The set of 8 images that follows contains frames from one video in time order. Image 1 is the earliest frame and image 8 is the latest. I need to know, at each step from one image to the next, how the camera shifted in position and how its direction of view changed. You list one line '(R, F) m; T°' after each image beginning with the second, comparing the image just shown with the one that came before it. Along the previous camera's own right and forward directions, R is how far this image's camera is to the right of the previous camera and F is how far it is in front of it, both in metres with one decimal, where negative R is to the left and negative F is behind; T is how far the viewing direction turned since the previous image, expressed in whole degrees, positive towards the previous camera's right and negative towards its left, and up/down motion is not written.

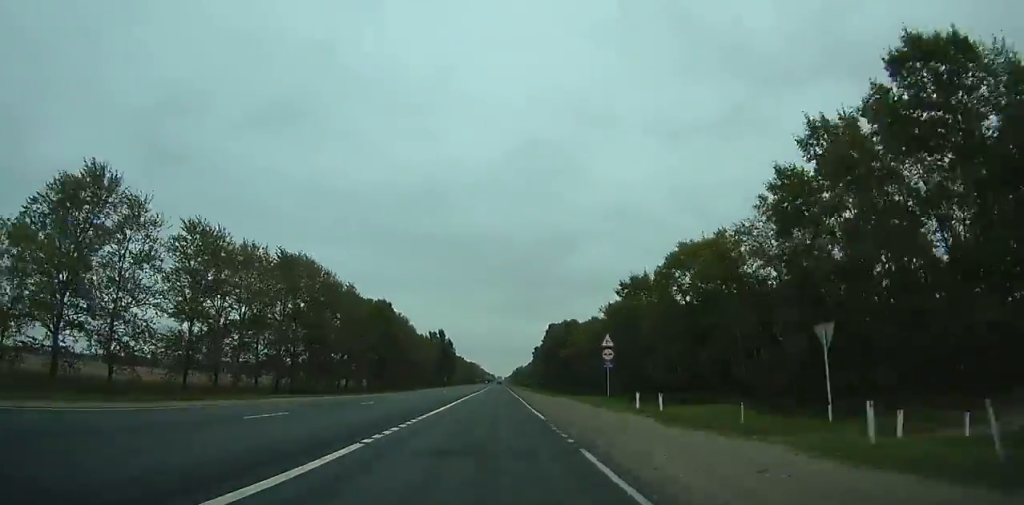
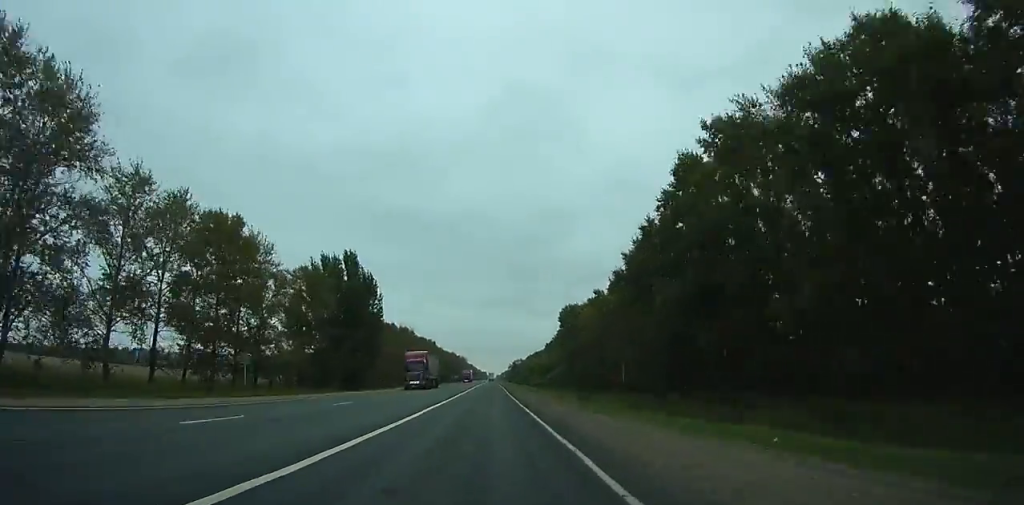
(+0.9, +148.8) m; 0°
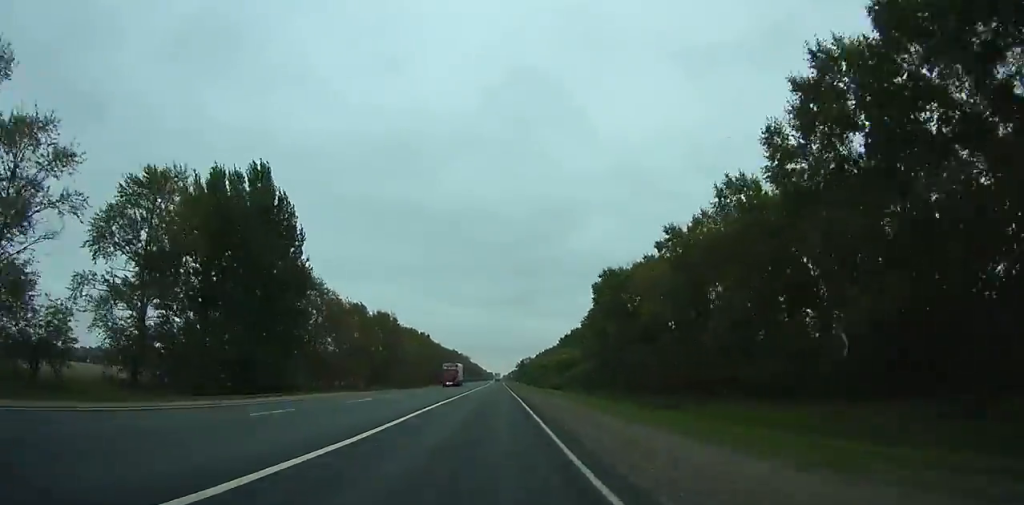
(-0.5, +44.5) m; 0°
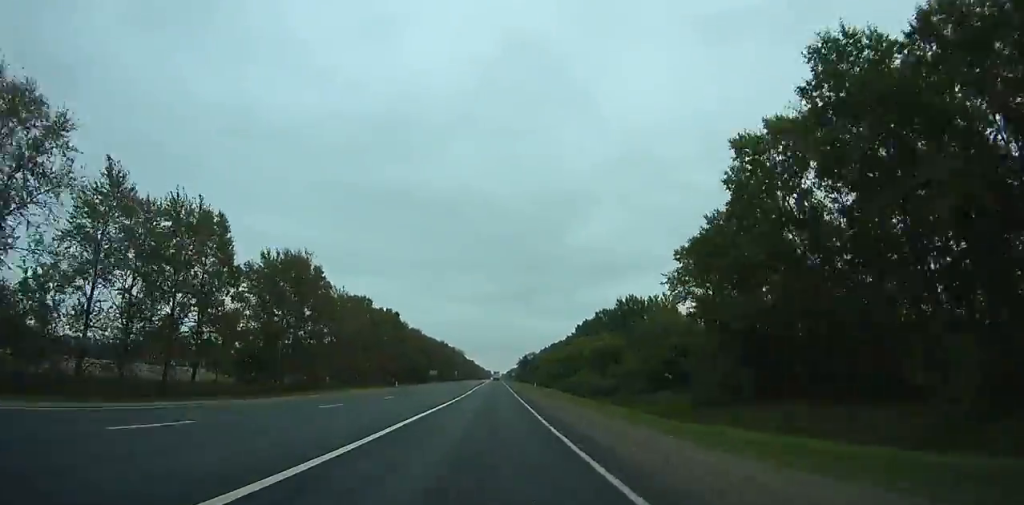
(+0.1, +68.4) m; 0°
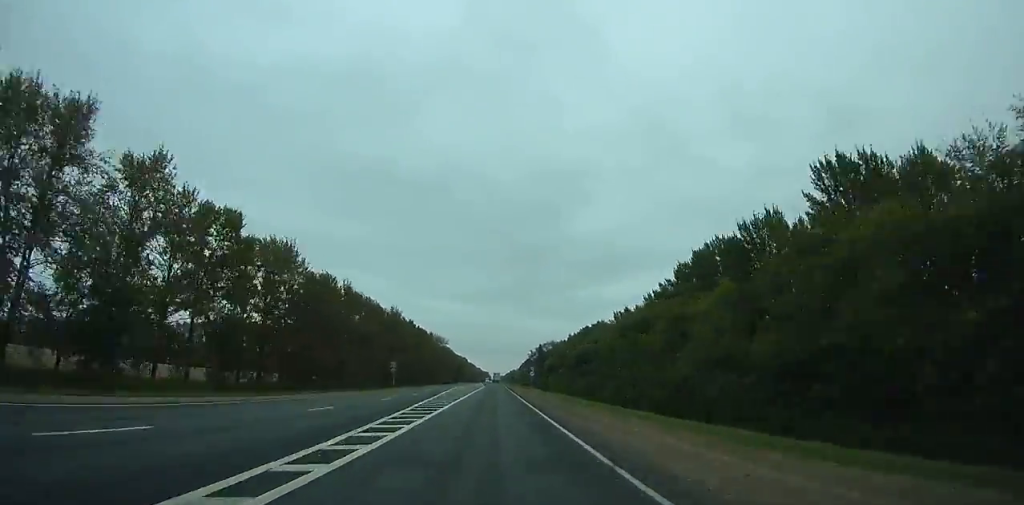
(+2.8, +146.1) m; 0°
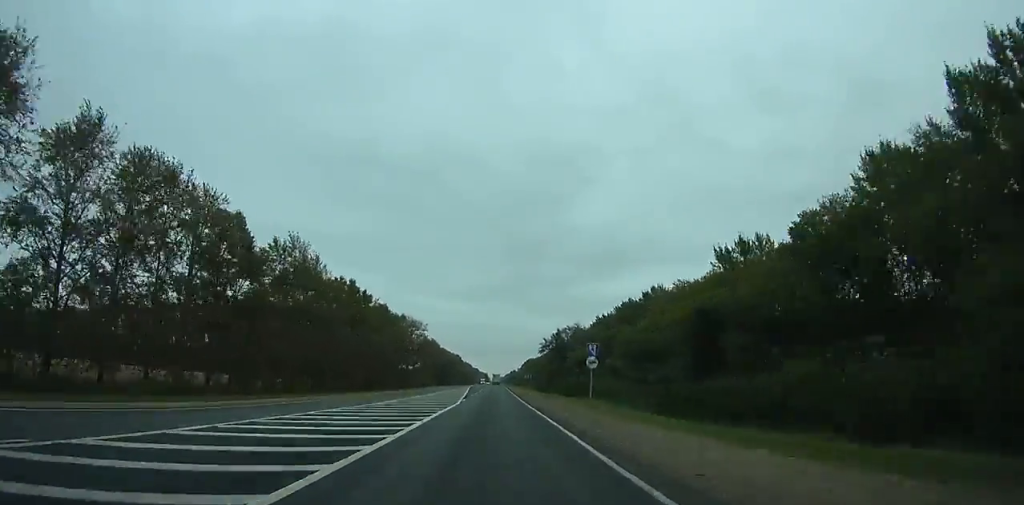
(-1.7, +73.7) m; -2°
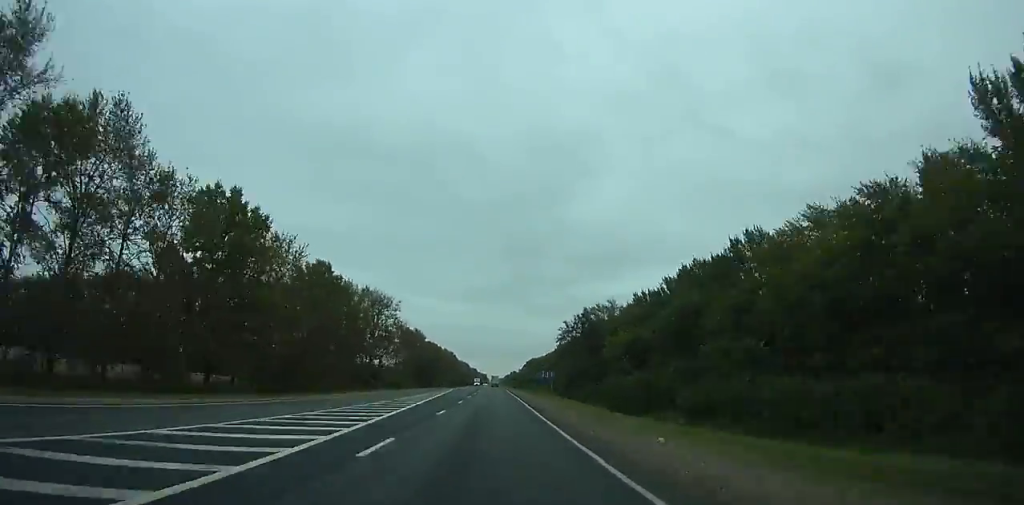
(-1.1, +47.6) m; 0°
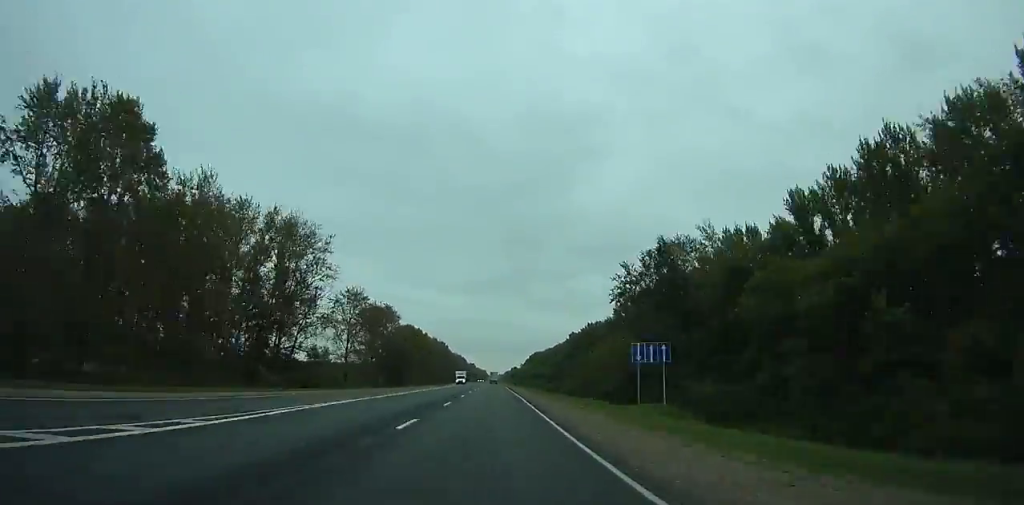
(+1.4, +50.2) m; +1°
